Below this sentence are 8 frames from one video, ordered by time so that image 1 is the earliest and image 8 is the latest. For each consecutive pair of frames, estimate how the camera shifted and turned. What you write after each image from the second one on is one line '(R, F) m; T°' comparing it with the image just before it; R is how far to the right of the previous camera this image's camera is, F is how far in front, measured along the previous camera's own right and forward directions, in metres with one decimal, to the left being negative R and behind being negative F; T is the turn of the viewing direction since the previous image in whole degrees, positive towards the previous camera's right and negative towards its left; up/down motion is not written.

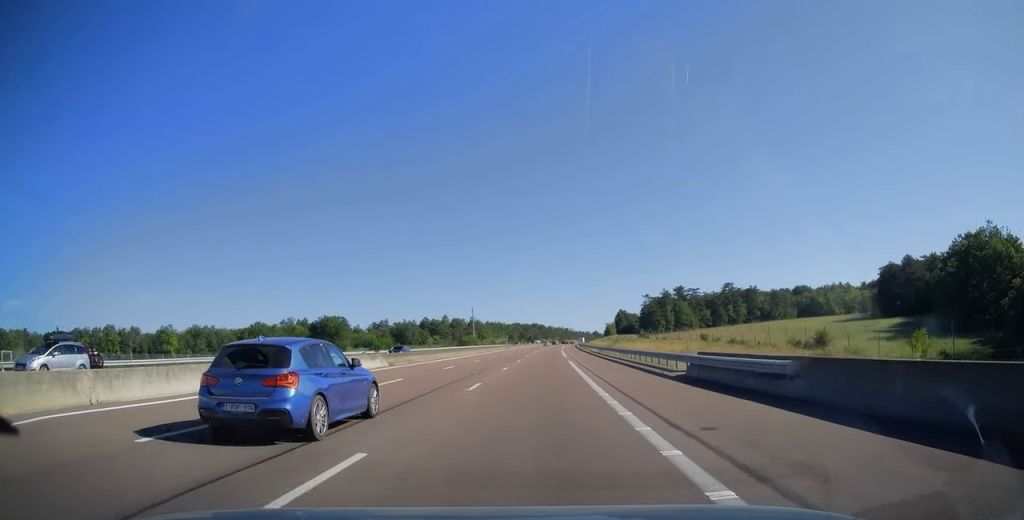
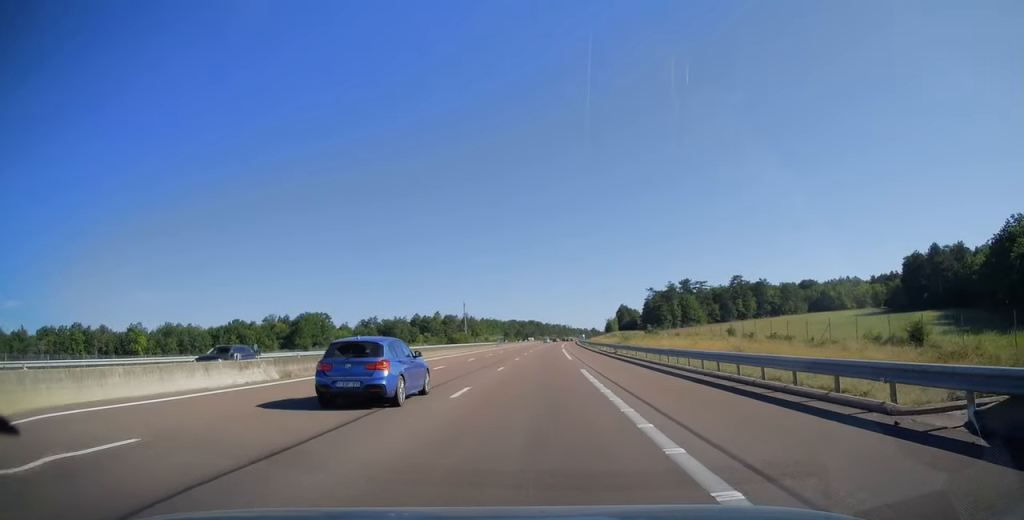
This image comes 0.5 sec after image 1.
(0.0, +16.1) m; 0°
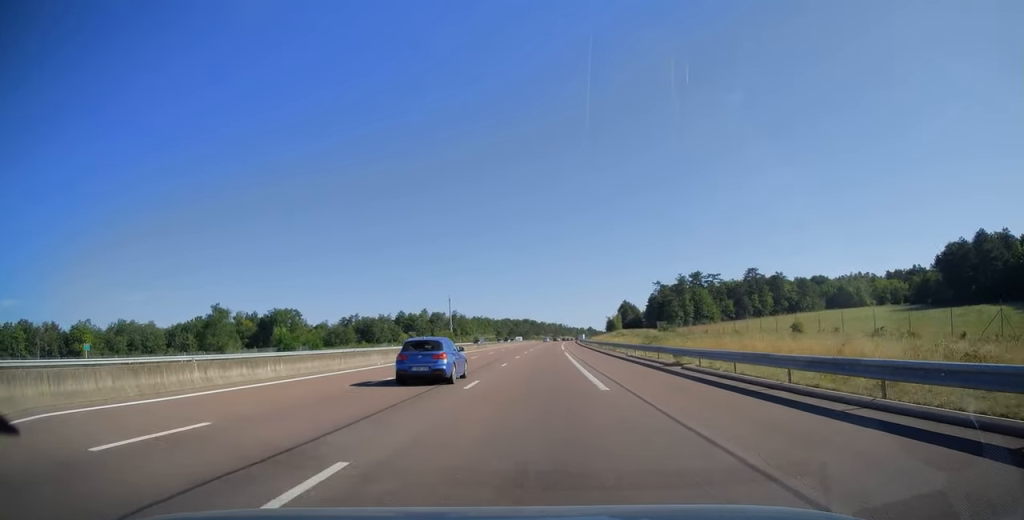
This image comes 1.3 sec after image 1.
(+0.1, +23.7) m; 0°
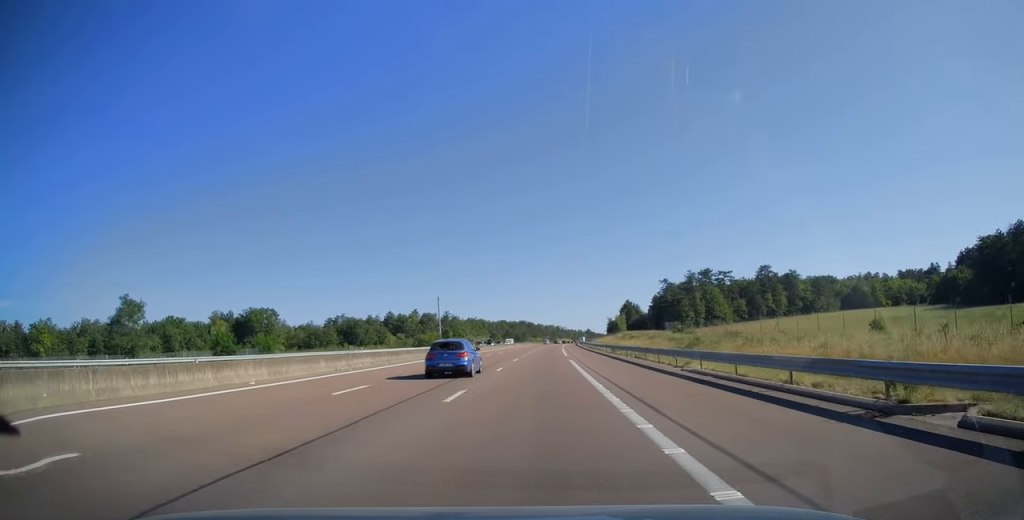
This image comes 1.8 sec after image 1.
(0.0, +16.1) m; 0°
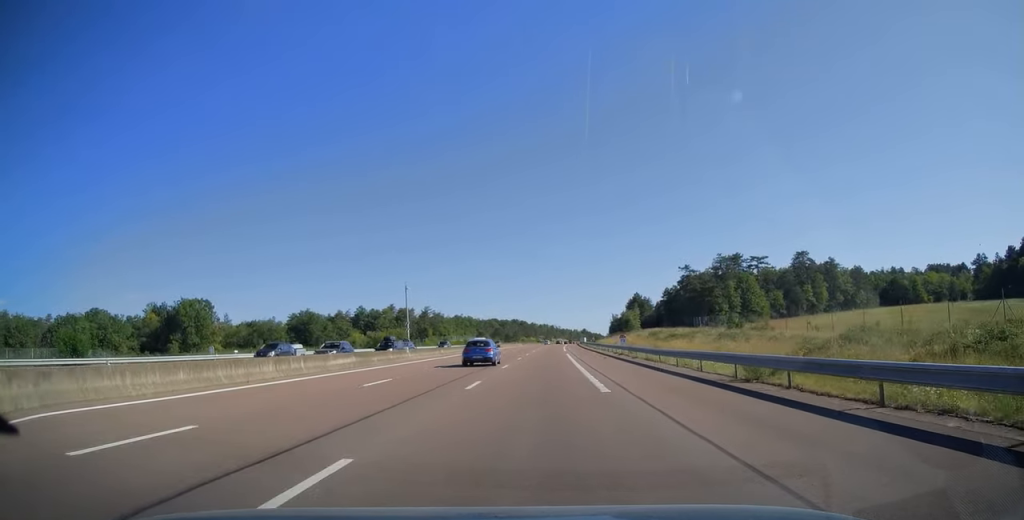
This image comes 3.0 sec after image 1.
(+0.2, +35.7) m; +1°
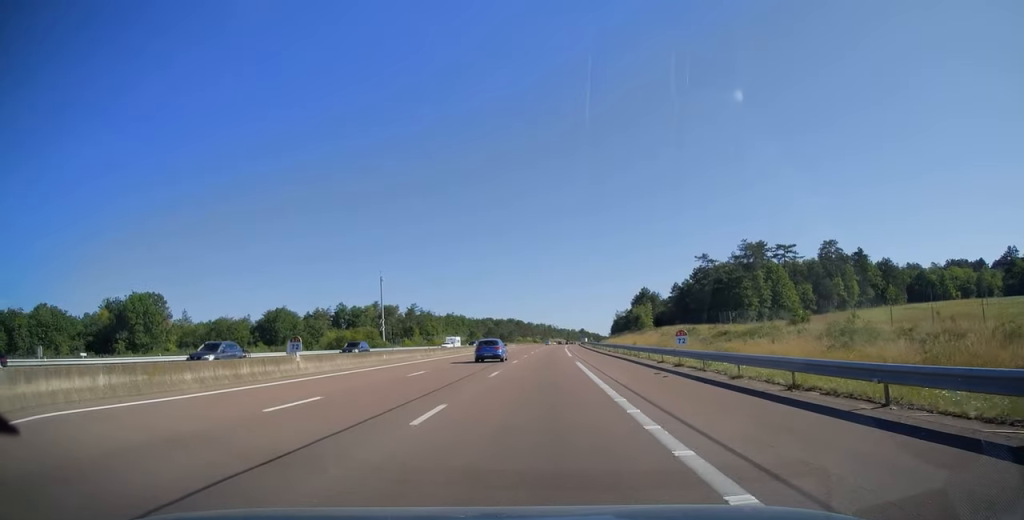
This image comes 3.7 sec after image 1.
(+0.1, +20.2) m; 0°
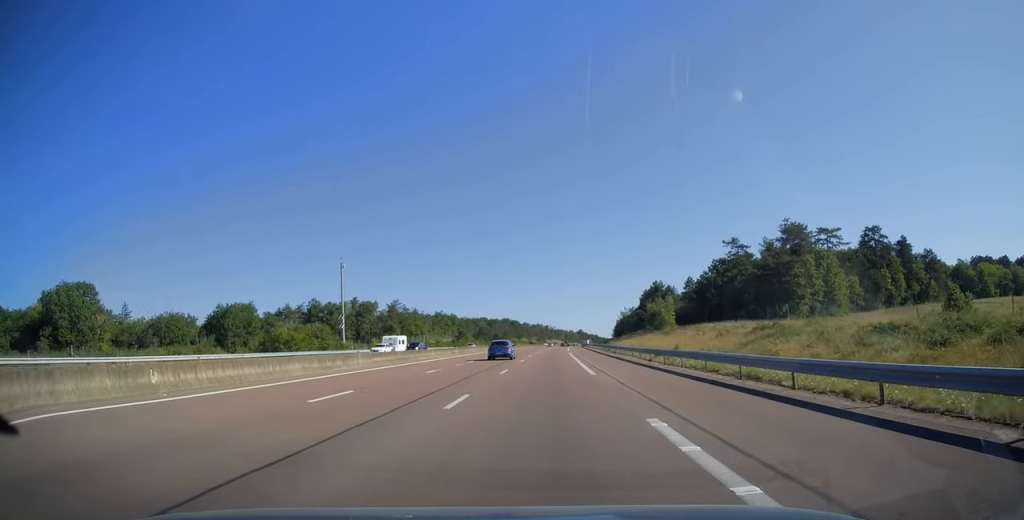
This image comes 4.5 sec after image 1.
(0.0, +23.8) m; 0°
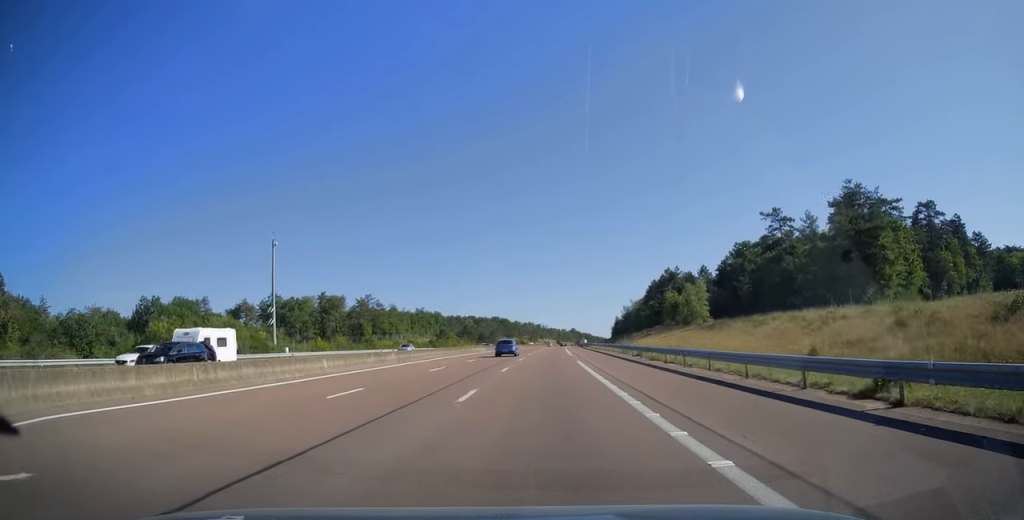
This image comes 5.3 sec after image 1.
(+0.1, +24.8) m; 0°
